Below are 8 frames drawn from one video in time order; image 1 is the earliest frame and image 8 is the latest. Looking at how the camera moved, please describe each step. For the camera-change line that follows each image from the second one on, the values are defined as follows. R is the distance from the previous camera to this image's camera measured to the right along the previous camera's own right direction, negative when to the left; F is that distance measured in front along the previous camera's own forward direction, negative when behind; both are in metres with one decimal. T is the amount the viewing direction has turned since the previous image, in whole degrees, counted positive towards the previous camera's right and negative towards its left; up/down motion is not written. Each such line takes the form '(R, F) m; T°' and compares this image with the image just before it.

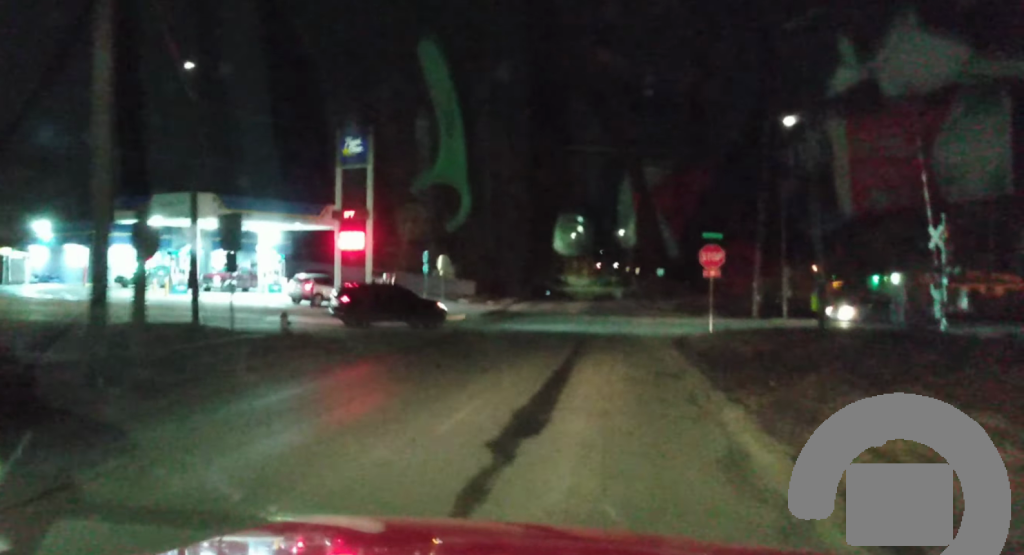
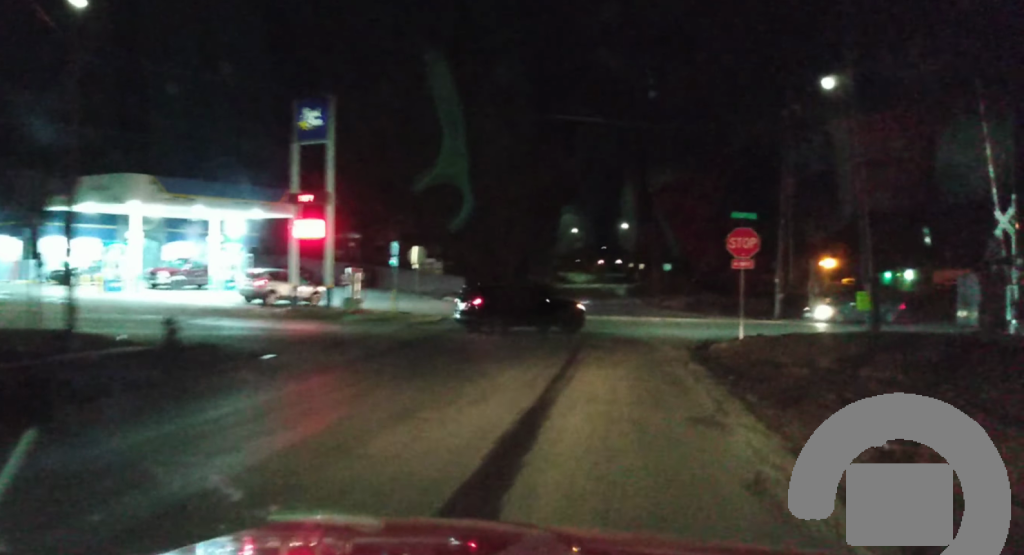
(-0.1, +7.3) m; +1°
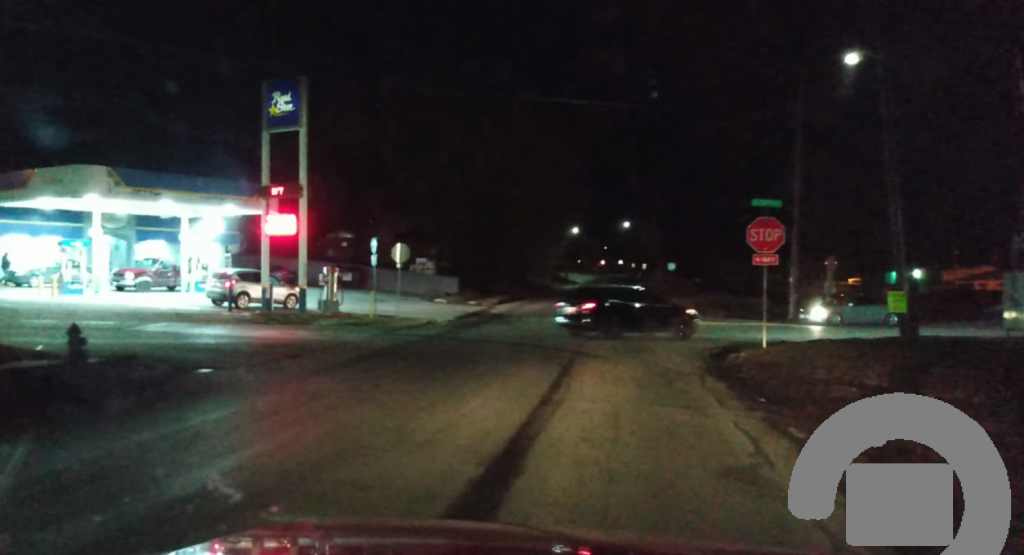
(0.0, +3.5) m; 0°
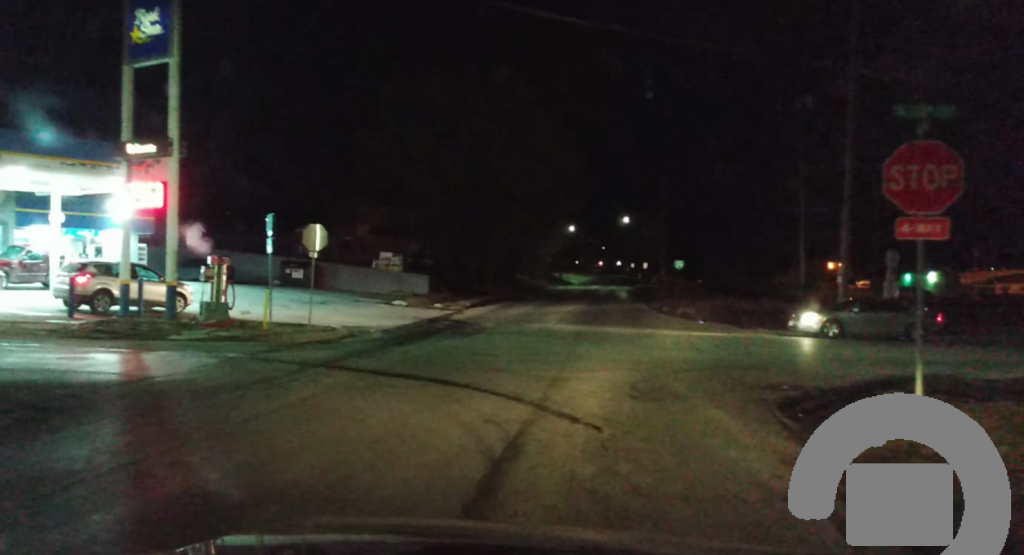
(-0.2, +10.8) m; -4°
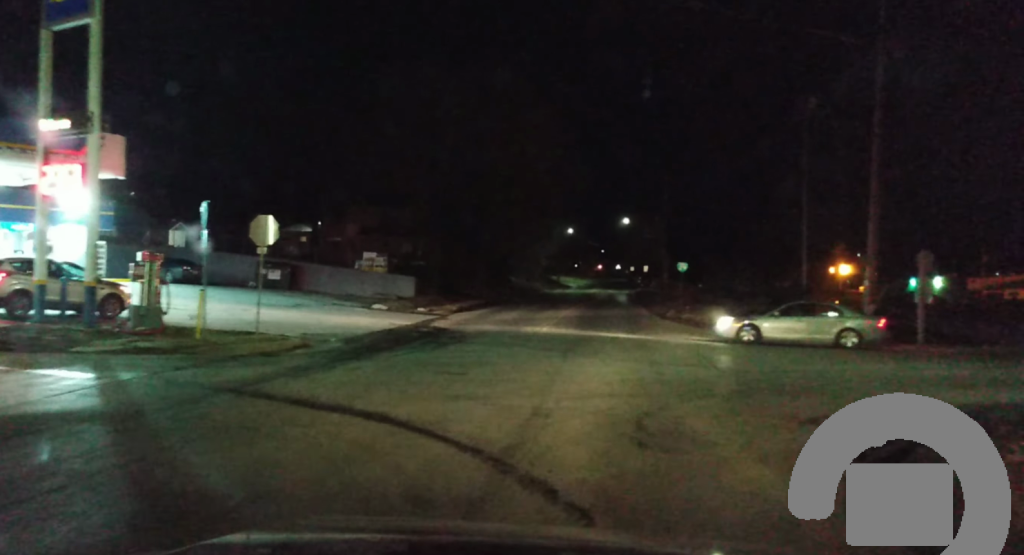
(0.0, +3.7) m; +3°
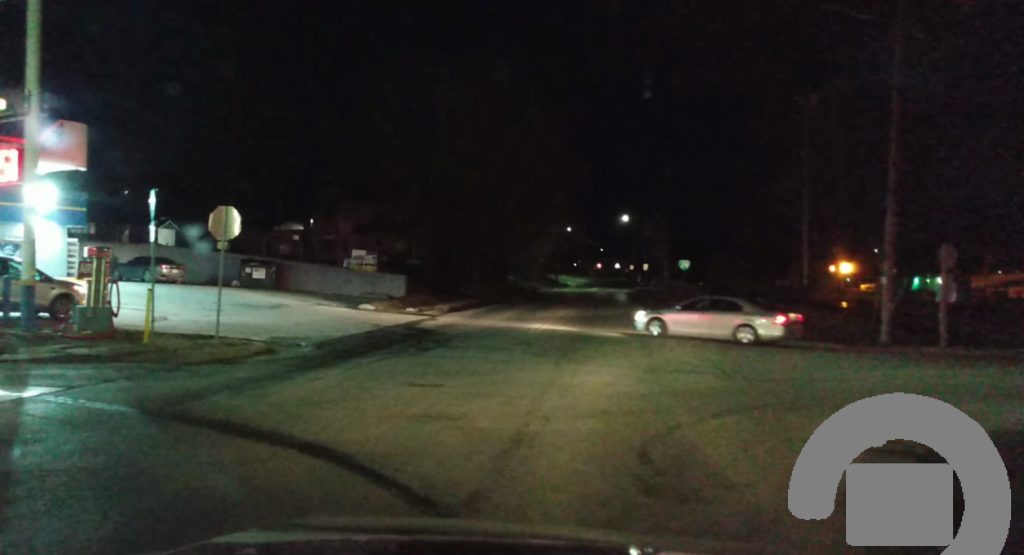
(0.0, +2.4) m; +4°
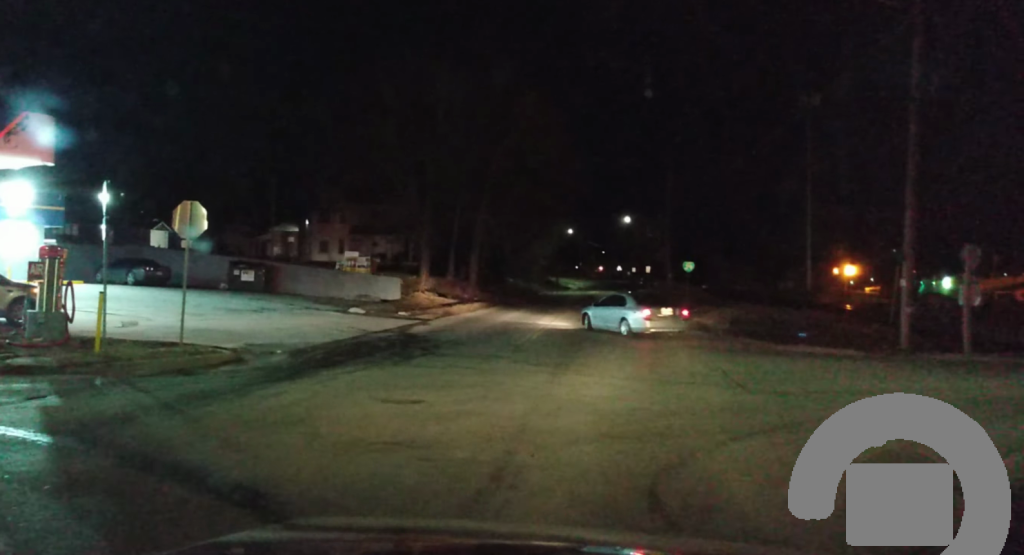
(+0.1, +2.3) m; -4°
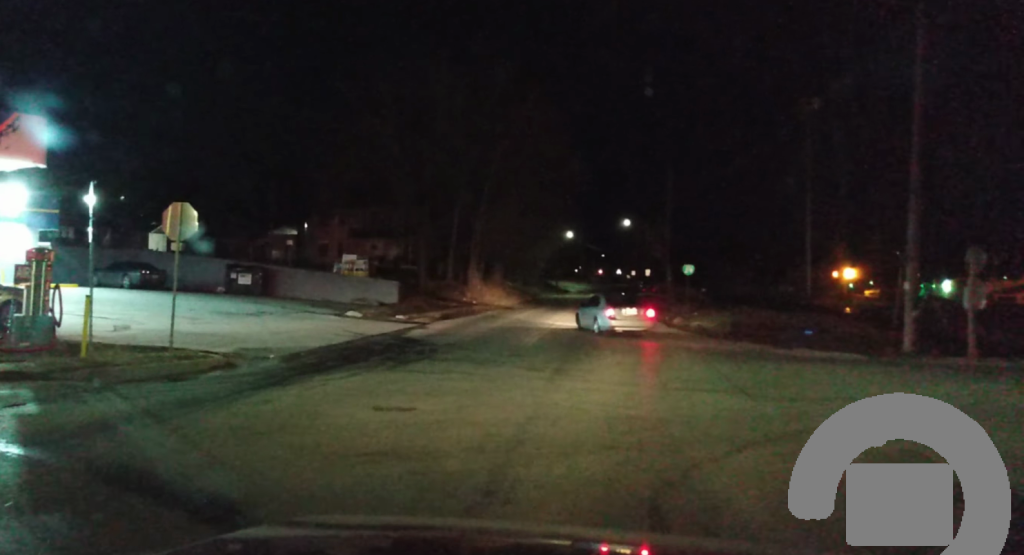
(-0.1, +0.9) m; -3°
